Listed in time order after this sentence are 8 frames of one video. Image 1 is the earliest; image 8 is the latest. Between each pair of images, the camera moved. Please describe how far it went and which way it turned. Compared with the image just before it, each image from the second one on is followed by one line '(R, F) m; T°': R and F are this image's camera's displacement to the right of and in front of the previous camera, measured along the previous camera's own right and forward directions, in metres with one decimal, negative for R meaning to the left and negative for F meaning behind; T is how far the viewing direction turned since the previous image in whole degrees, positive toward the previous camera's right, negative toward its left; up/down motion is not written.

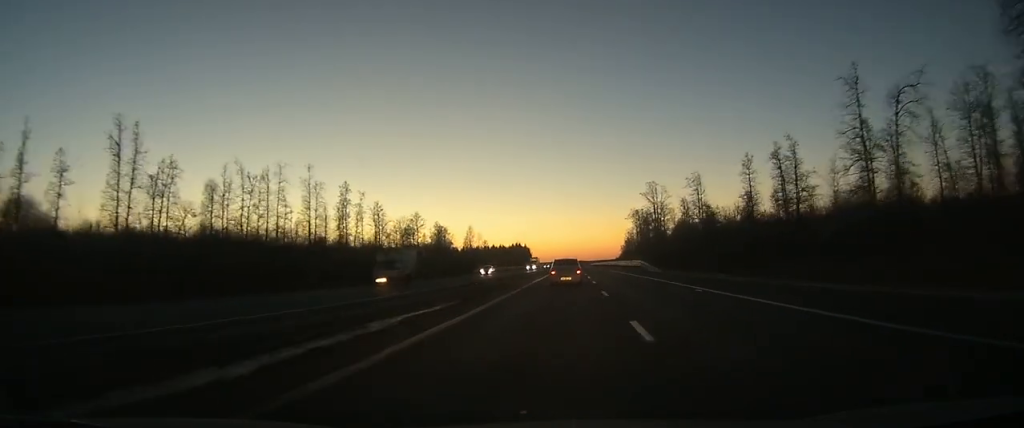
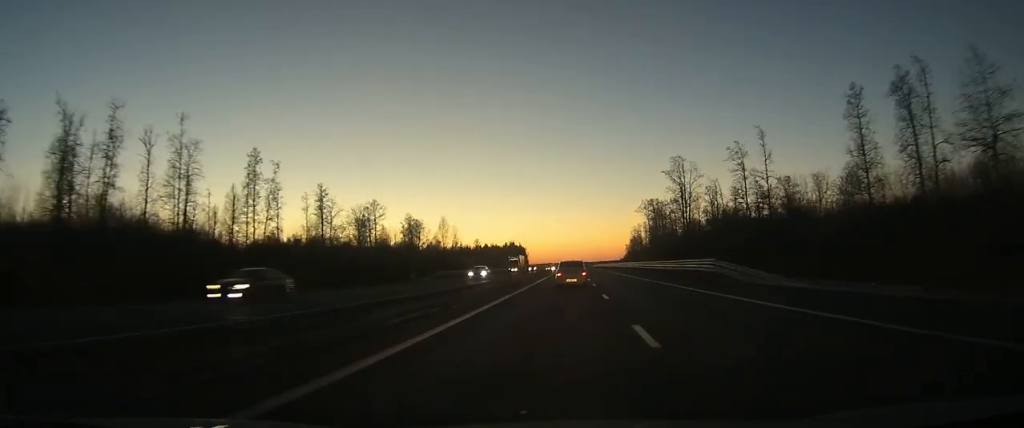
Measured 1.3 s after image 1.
(+0.1, +36.5) m; 0°
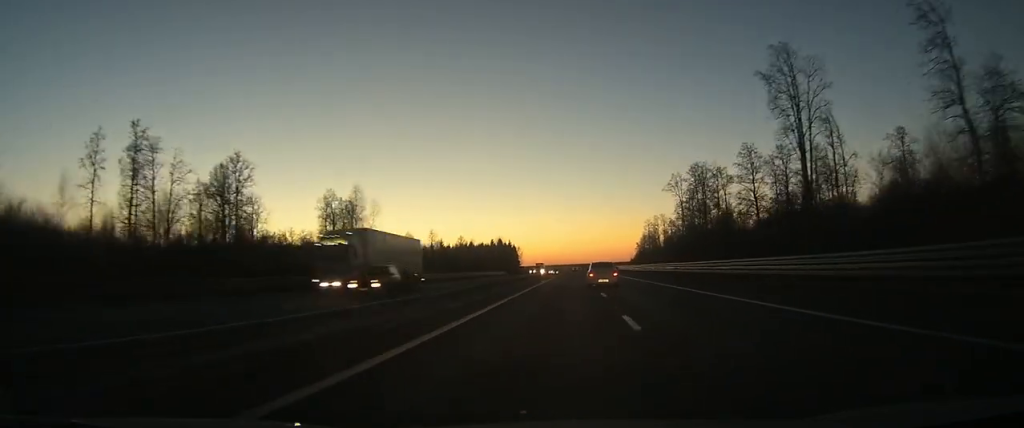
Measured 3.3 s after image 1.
(0.0, +57.8) m; 0°
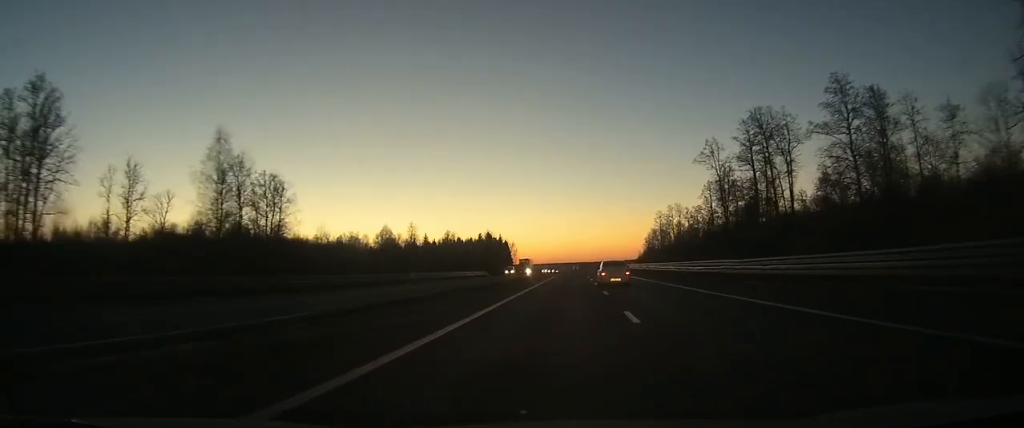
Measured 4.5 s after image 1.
(-0.2, +34.8) m; 0°
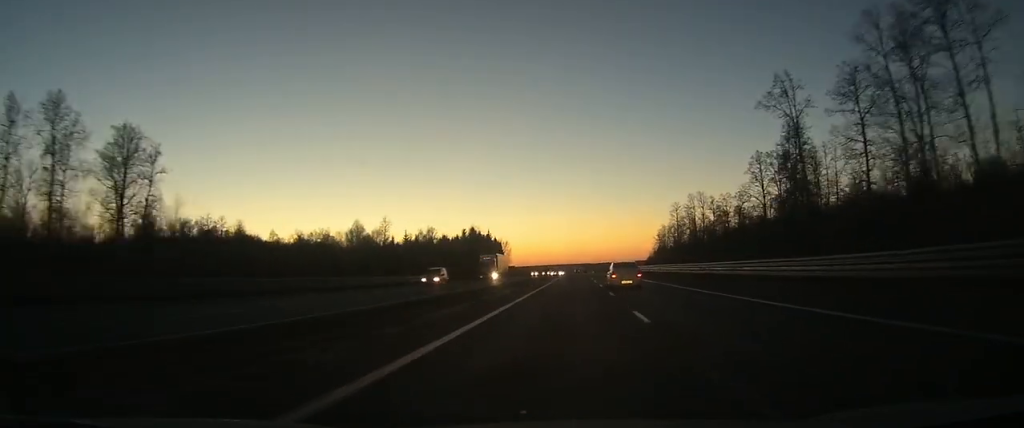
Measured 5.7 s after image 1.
(0.0, +35.2) m; 0°
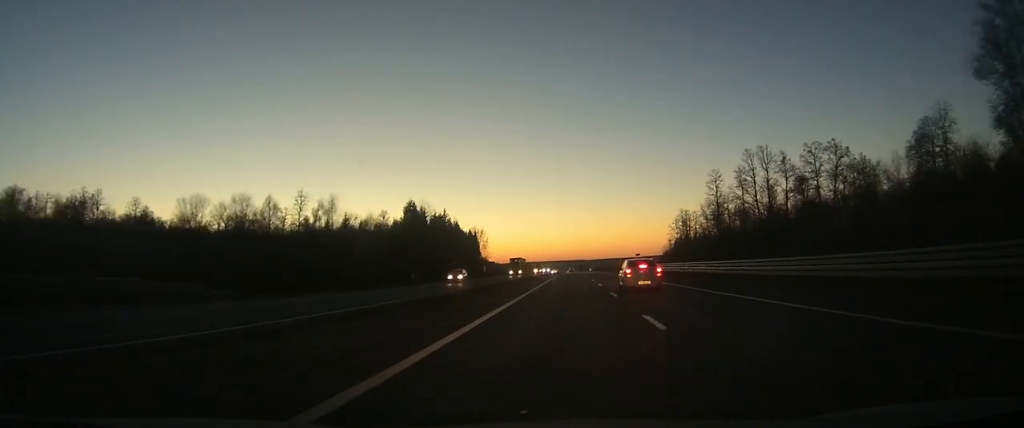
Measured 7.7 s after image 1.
(+0.3, +60.5) m; 0°
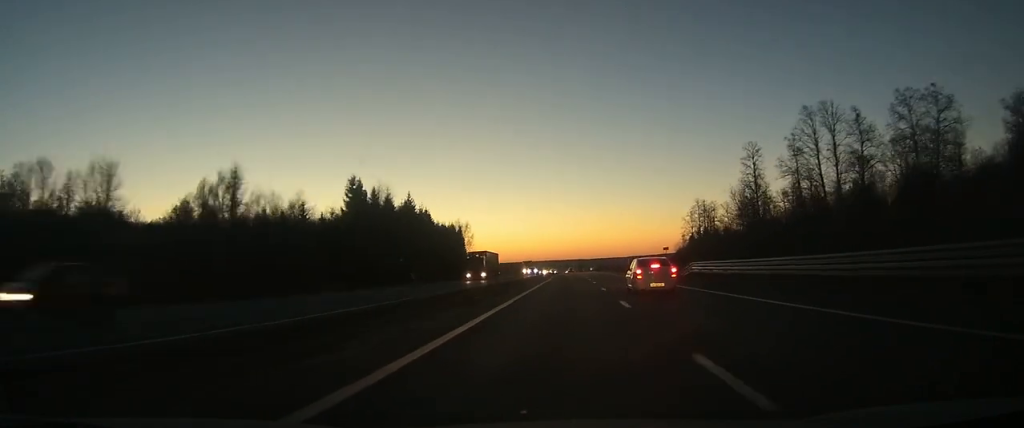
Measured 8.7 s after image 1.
(+0.1, +29.2) m; 0°
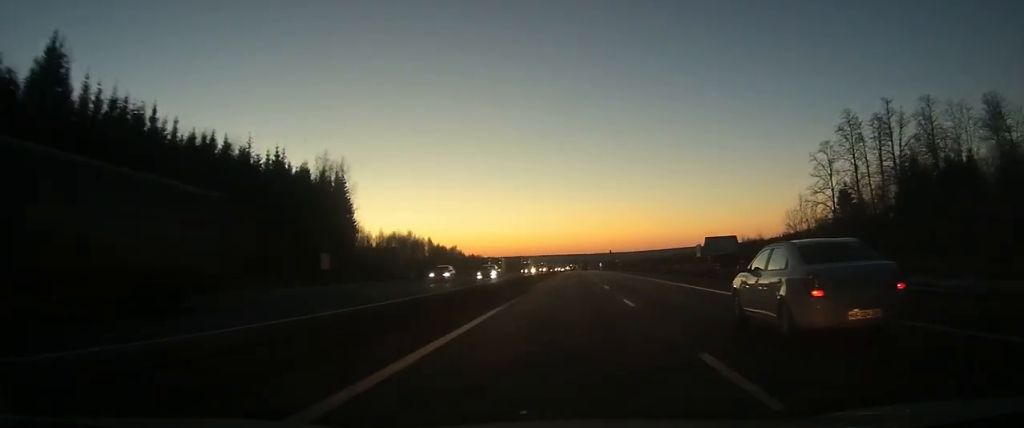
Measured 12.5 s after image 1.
(-0.3, +106.0) m; -1°
